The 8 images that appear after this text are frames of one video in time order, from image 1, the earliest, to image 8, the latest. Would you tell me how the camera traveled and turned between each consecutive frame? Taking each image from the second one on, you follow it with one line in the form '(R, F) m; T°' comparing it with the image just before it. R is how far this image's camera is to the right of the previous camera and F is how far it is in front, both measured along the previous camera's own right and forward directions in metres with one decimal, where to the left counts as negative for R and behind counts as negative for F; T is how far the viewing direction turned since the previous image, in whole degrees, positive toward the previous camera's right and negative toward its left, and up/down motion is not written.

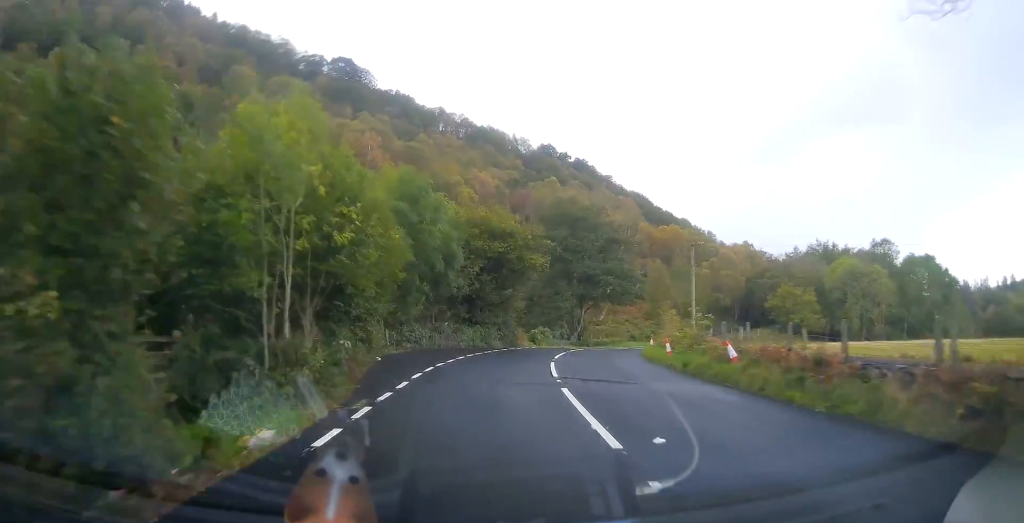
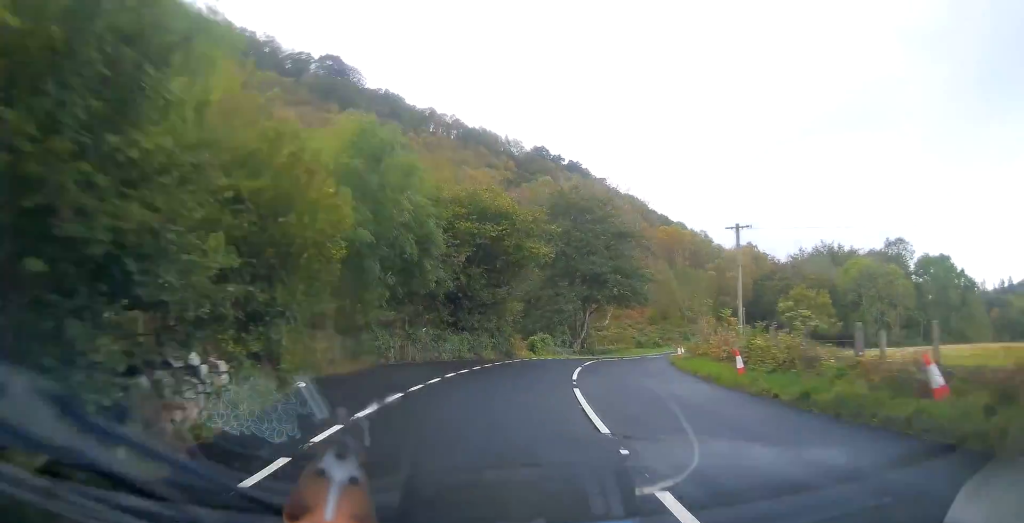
(-0.2, +8.0) m; +2°
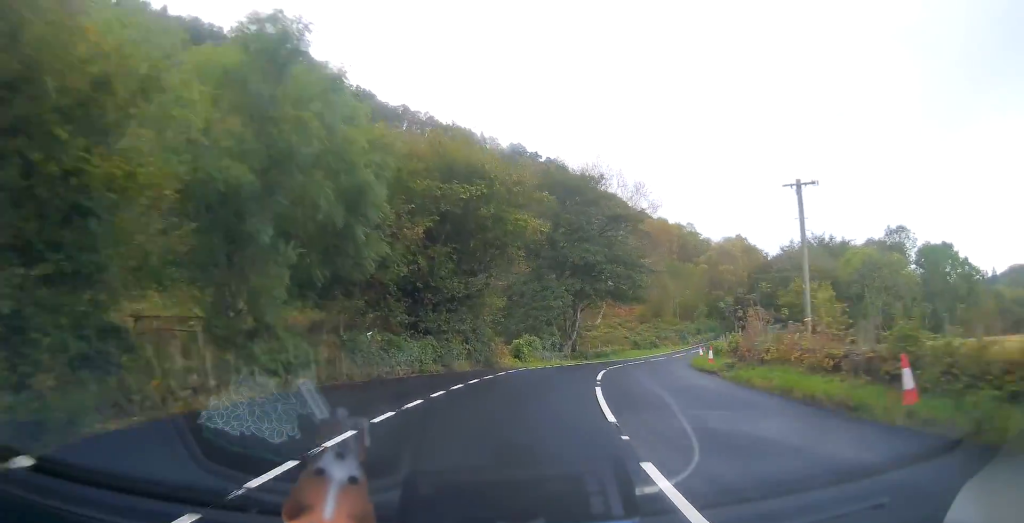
(+0.4, +8.2) m; +3°
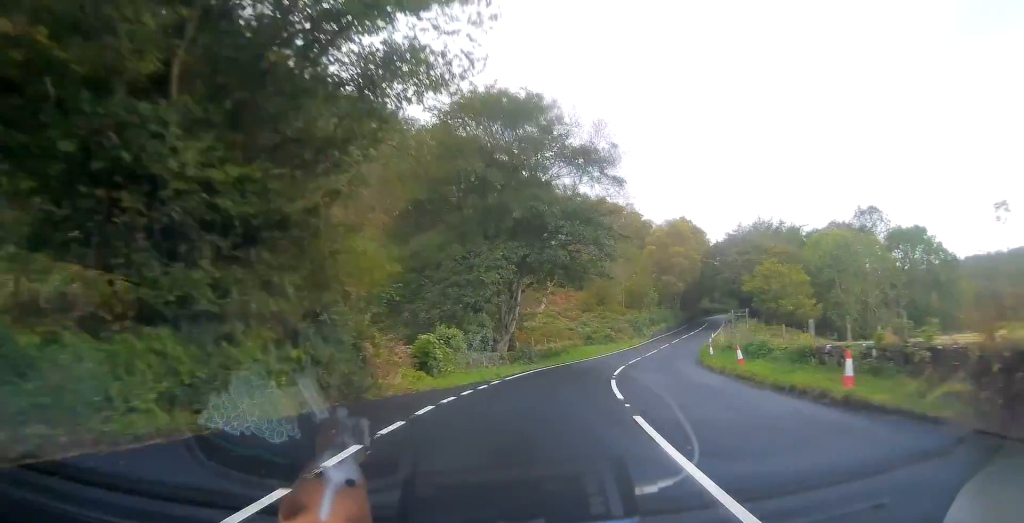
(+0.7, +15.3) m; +8°
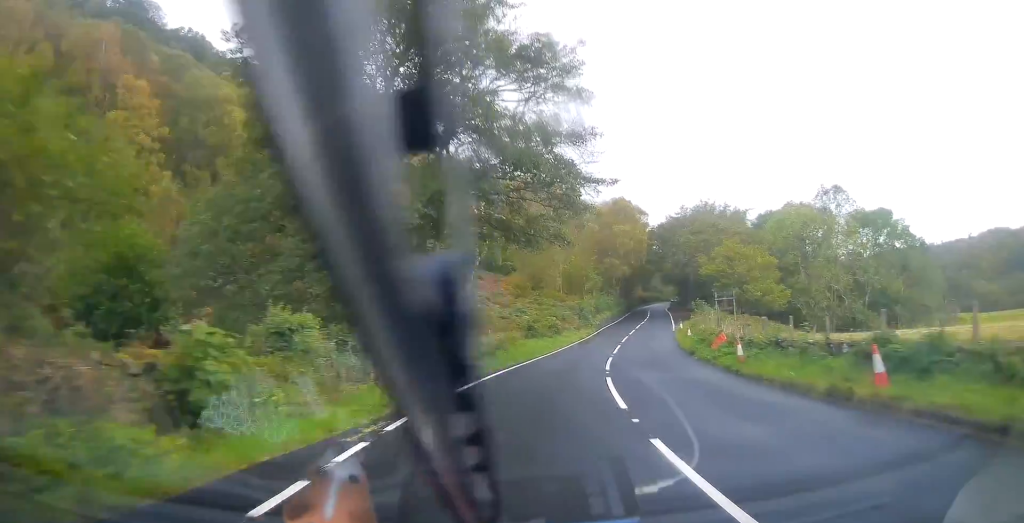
(+0.9, +11.8) m; +9°
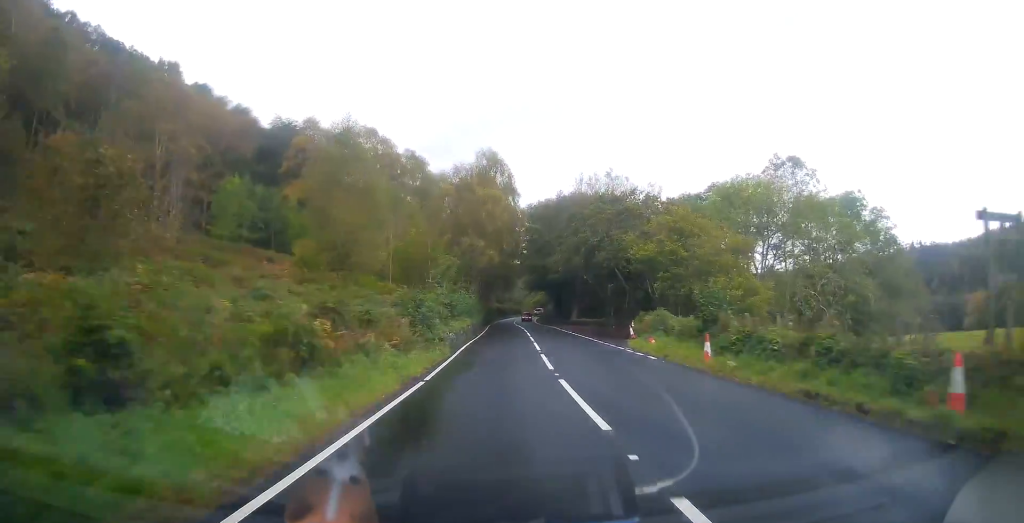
(+4.6, +31.7) m; +12°
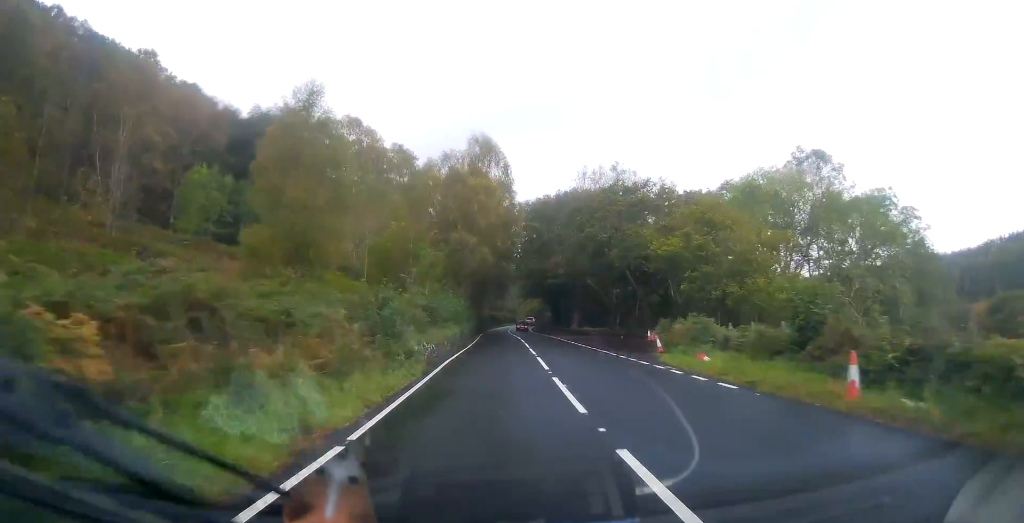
(+0.1, +7.4) m; +1°
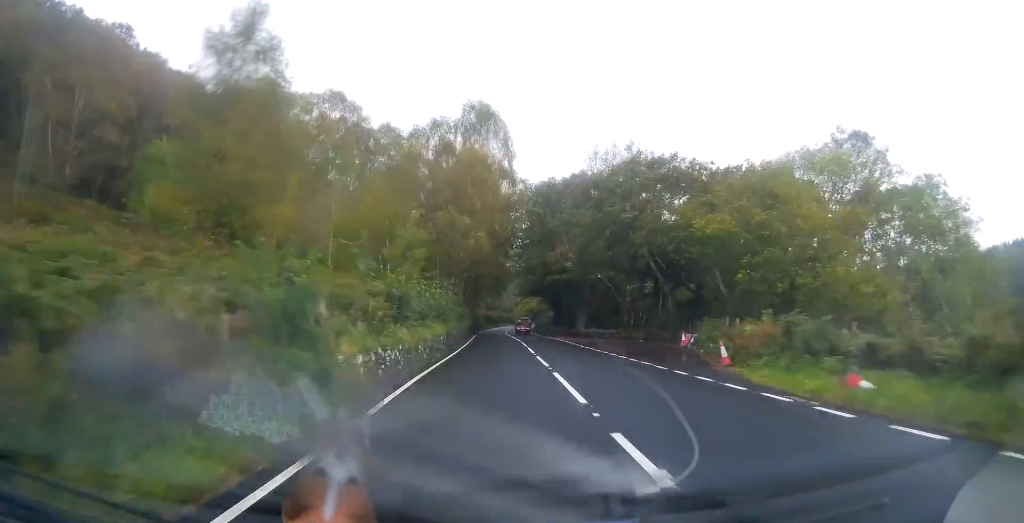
(+0.1, +8.6) m; +1°
